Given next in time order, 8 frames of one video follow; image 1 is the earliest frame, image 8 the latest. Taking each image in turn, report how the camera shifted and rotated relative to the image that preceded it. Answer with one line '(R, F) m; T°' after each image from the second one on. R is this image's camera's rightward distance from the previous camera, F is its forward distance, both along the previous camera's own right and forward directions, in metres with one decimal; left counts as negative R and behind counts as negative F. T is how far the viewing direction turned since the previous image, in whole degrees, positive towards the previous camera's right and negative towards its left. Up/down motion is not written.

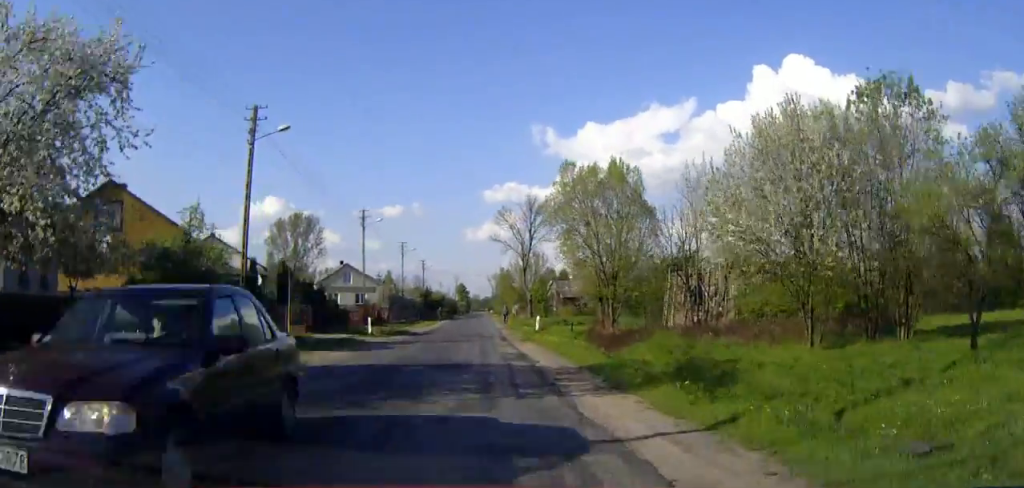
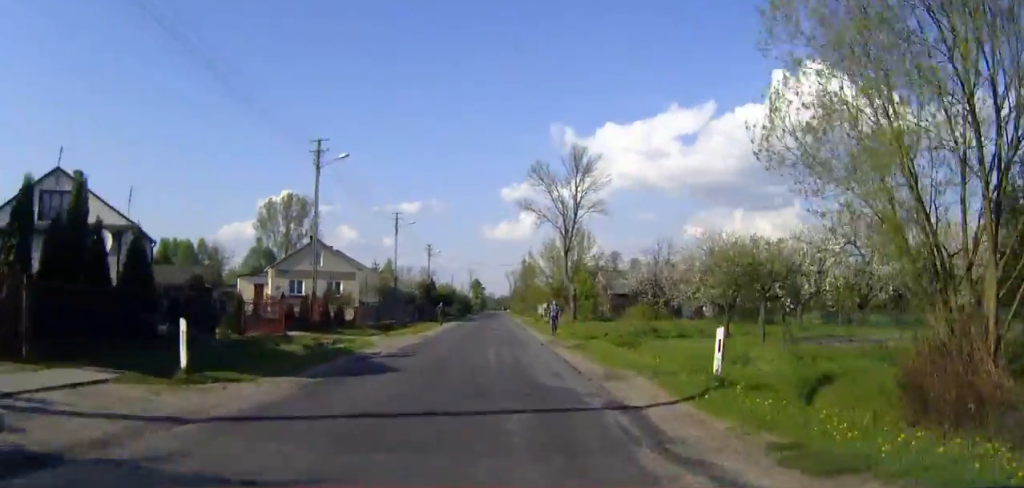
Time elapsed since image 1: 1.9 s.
(-0.3, +27.0) m; -1°
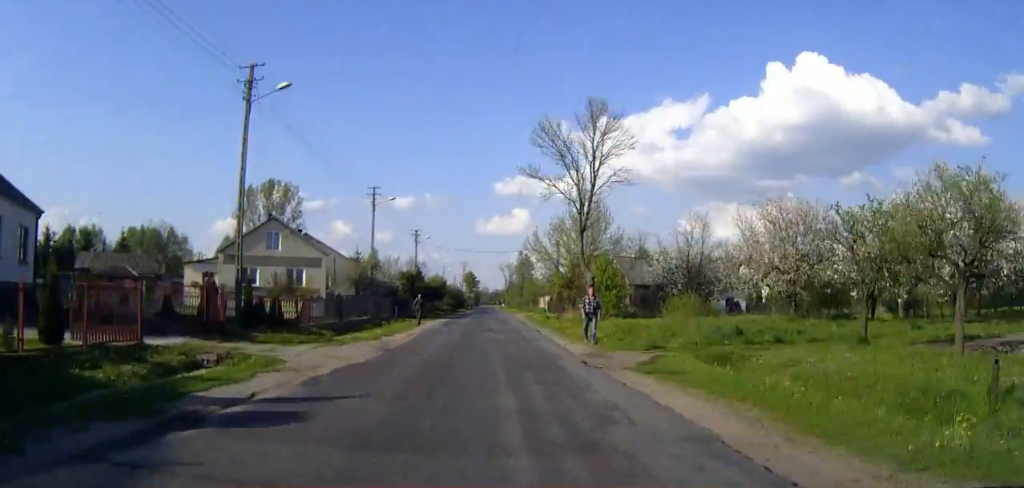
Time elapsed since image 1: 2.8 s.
(0.0, +12.5) m; 0°
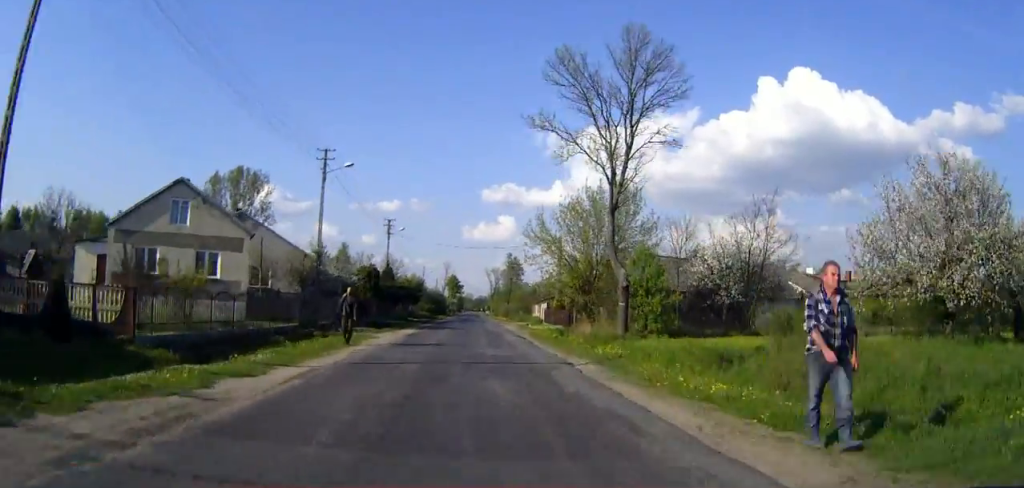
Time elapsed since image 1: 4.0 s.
(+0.1, +15.8) m; +1°
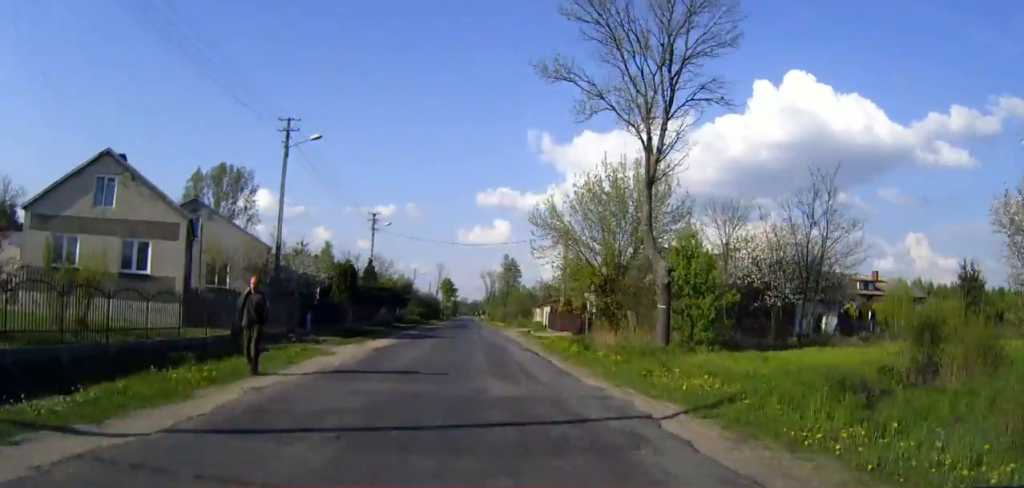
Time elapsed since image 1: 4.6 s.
(+0.1, +8.4) m; +1°
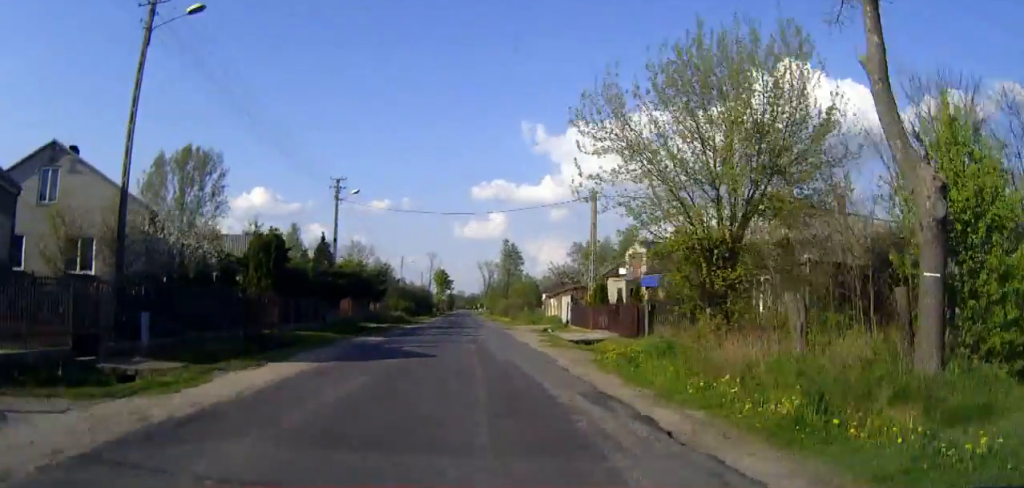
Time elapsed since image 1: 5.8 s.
(+0.2, +16.8) m; +1°
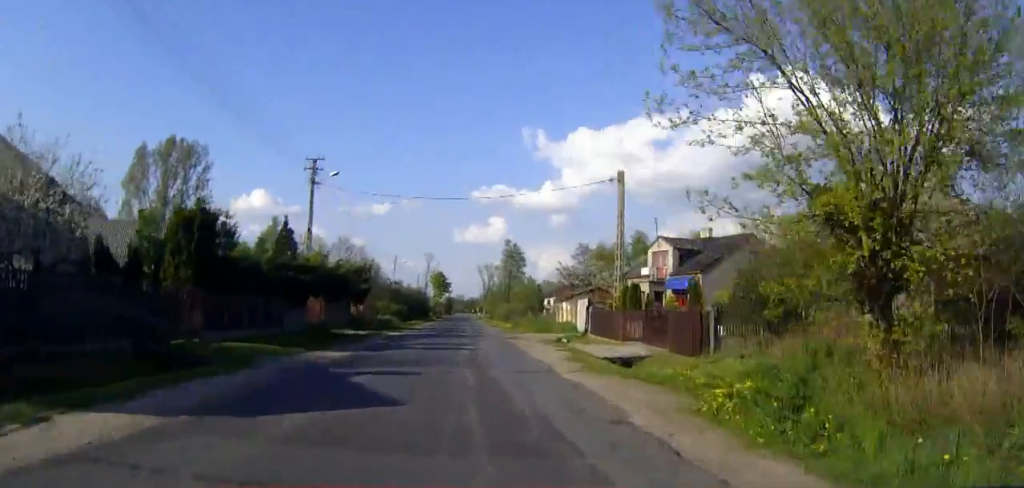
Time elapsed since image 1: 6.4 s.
(0.0, +8.4) m; 0°
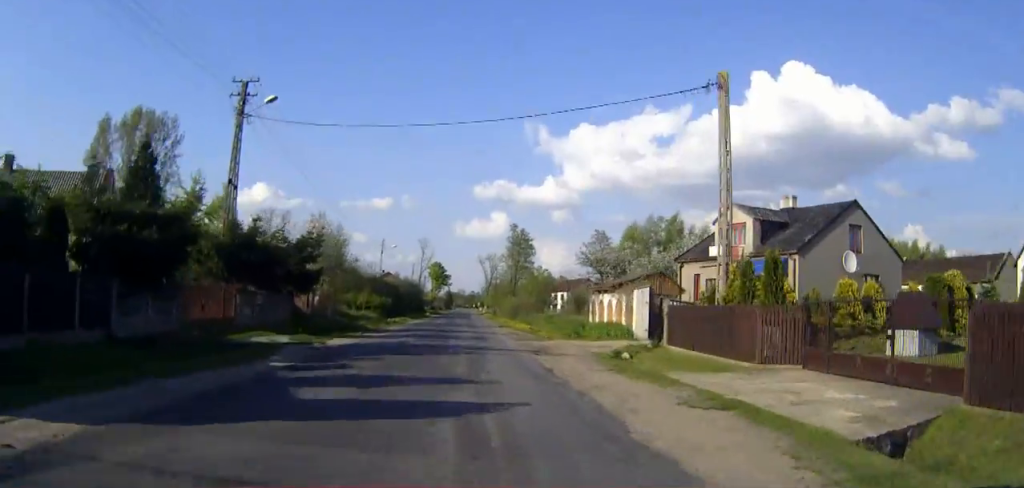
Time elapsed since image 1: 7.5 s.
(0.0, +15.4) m; 0°
